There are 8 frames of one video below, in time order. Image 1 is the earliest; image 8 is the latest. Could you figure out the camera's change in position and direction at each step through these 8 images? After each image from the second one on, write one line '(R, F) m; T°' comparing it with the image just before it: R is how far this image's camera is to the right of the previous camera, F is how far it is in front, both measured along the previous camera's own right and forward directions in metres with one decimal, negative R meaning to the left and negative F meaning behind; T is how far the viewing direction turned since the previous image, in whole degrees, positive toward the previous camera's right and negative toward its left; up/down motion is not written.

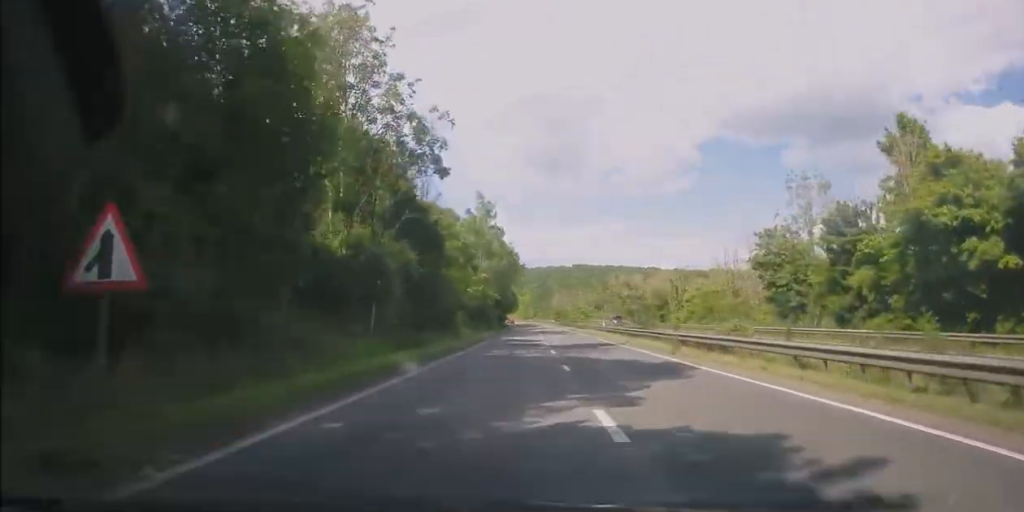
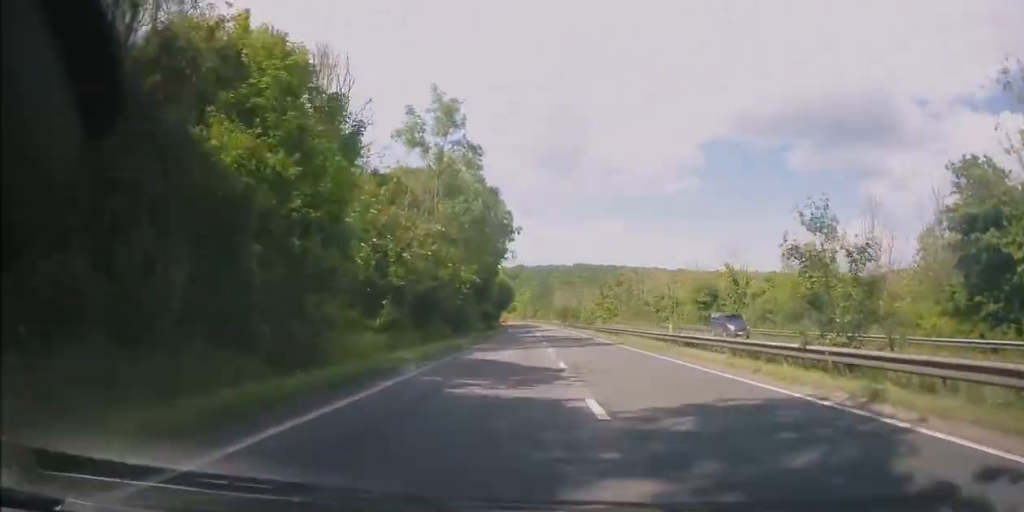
(-0.1, +25.0) m; -1°
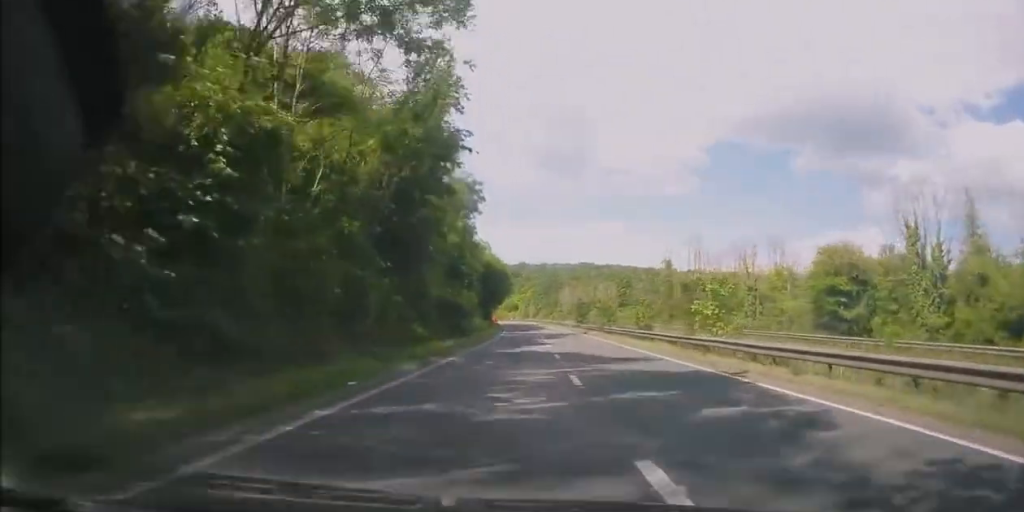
(-0.2, +31.1) m; 0°
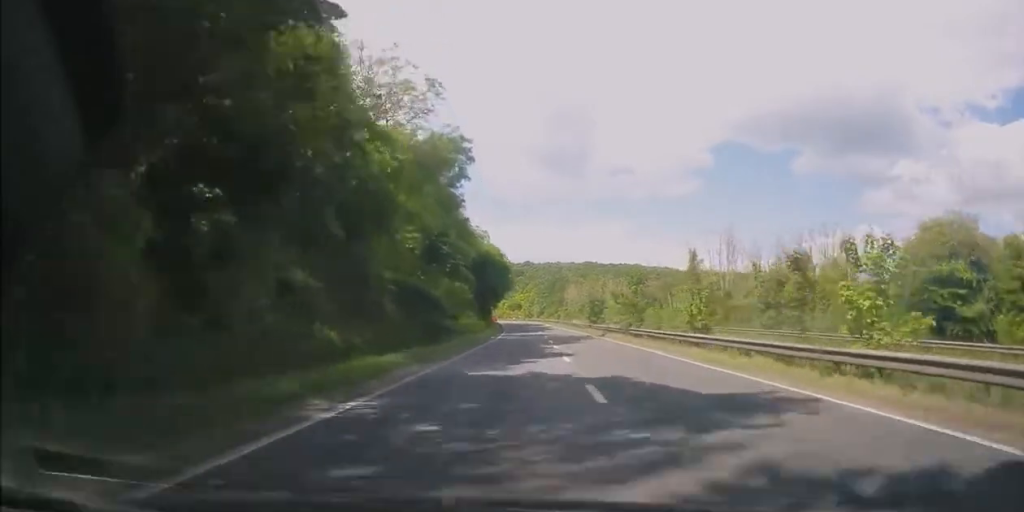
(+0.1, +11.5) m; 0°
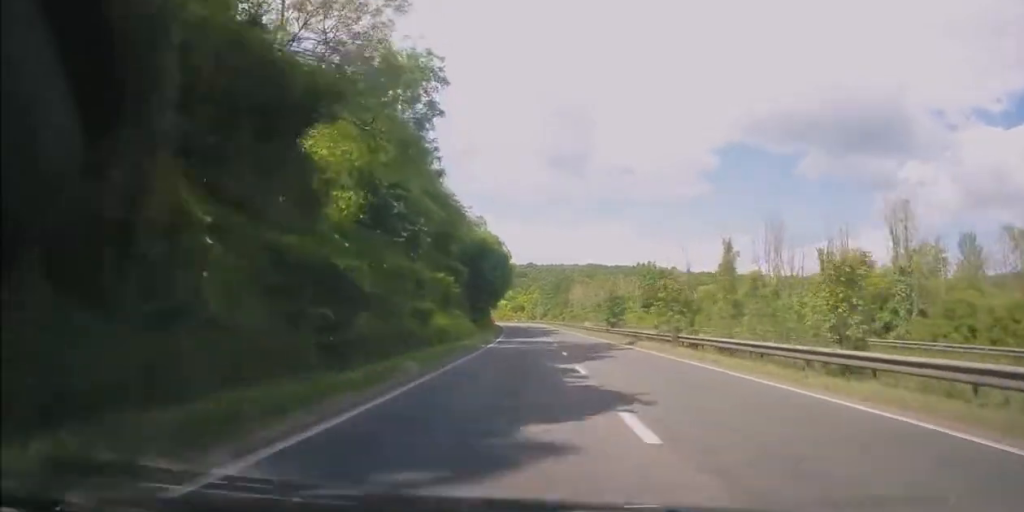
(+0.1, +12.4) m; 0°
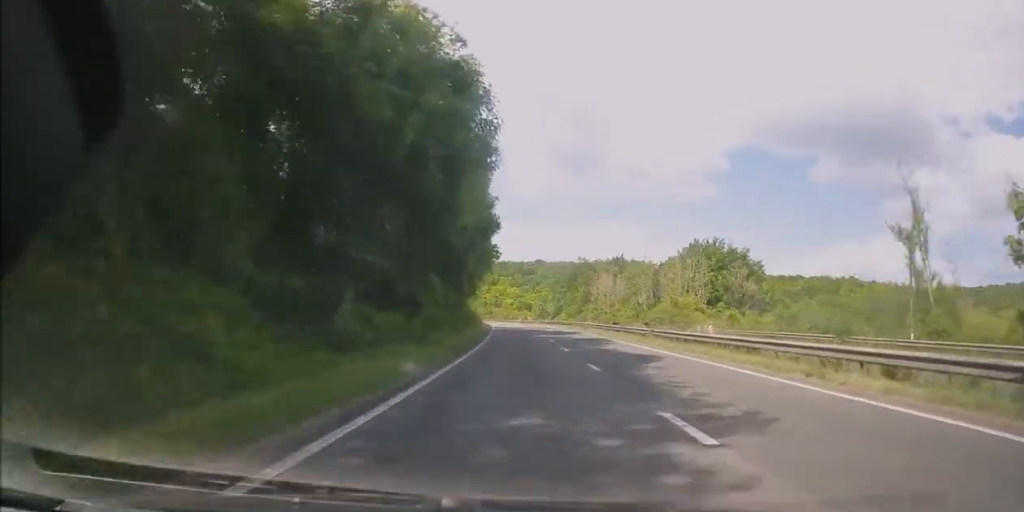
(-0.6, +44.6) m; -1°
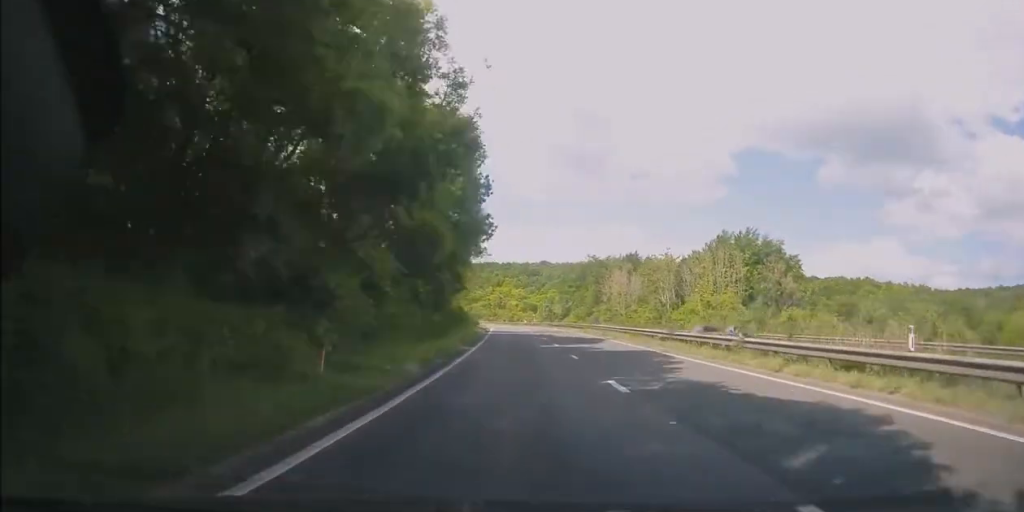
(+0.1, +13.0) m; 0°
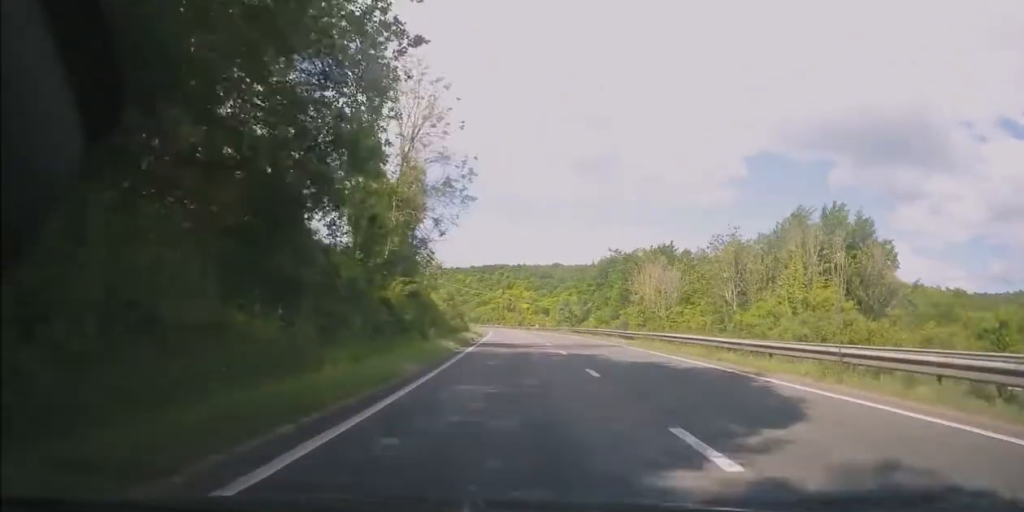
(-0.3, +23.2) m; -1°
